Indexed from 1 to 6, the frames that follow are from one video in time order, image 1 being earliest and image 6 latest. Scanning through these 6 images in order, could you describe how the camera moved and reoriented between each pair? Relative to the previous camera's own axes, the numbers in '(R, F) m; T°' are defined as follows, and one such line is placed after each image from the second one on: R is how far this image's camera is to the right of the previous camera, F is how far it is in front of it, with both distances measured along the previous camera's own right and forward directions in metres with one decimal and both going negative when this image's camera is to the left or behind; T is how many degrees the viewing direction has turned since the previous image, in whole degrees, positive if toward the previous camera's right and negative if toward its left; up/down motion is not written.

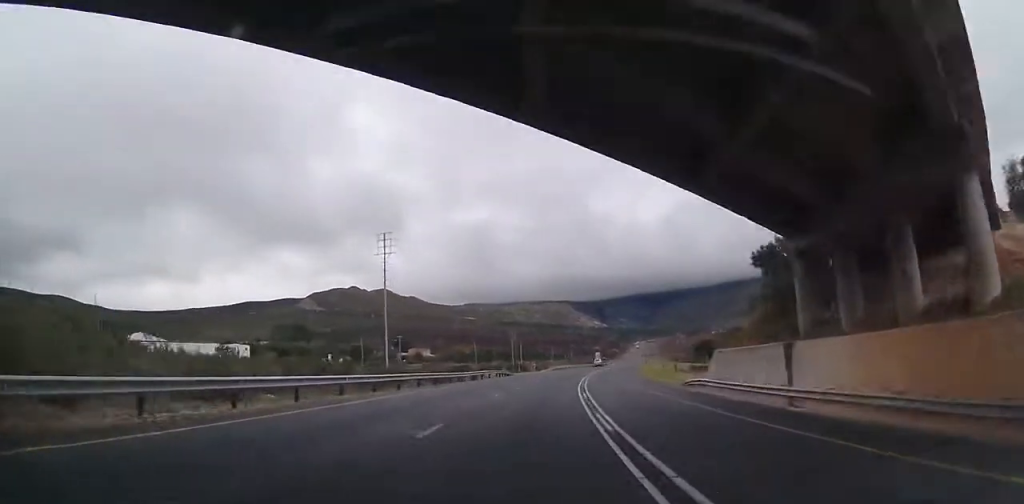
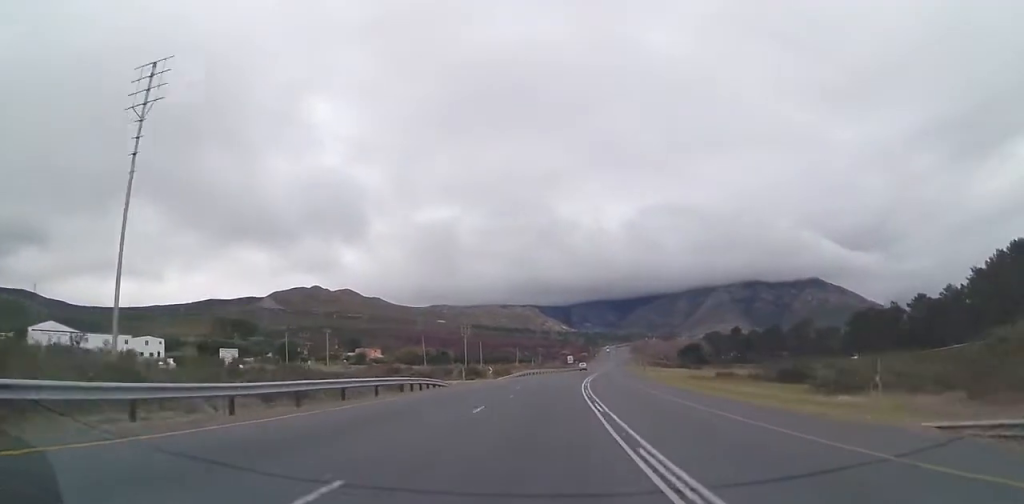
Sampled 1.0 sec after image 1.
(+0.9, +30.3) m; +3°
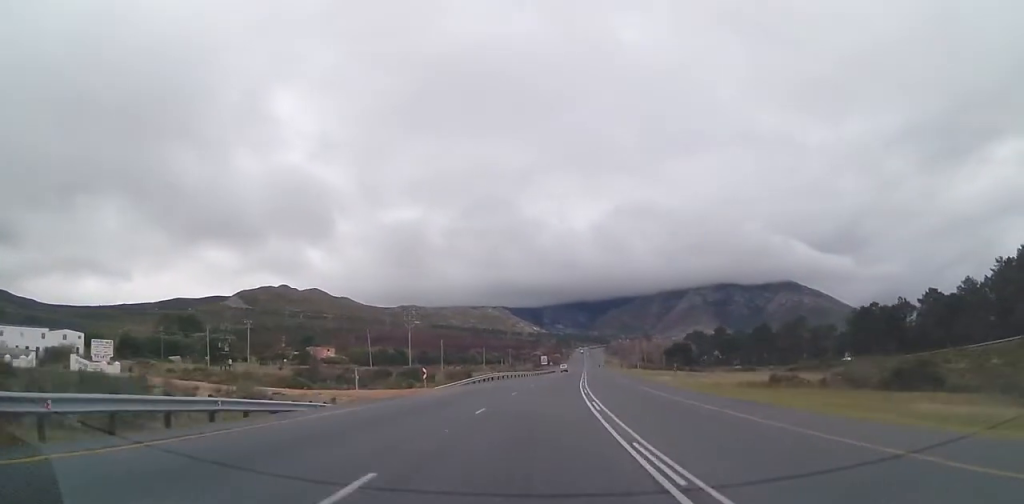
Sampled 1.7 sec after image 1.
(+0.4, +23.1) m; +2°
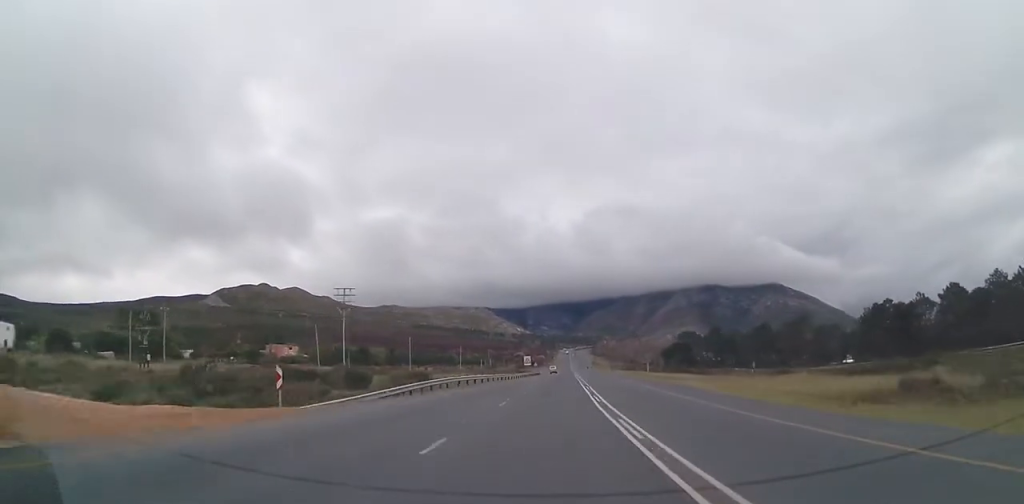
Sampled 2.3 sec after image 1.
(+0.5, +20.1) m; +1°
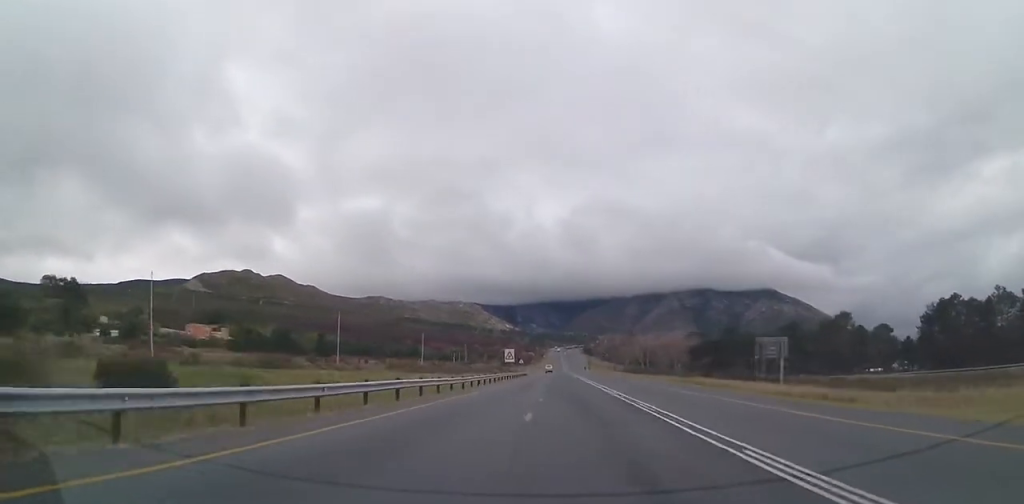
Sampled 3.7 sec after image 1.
(+0.5, +42.3) m; +2°
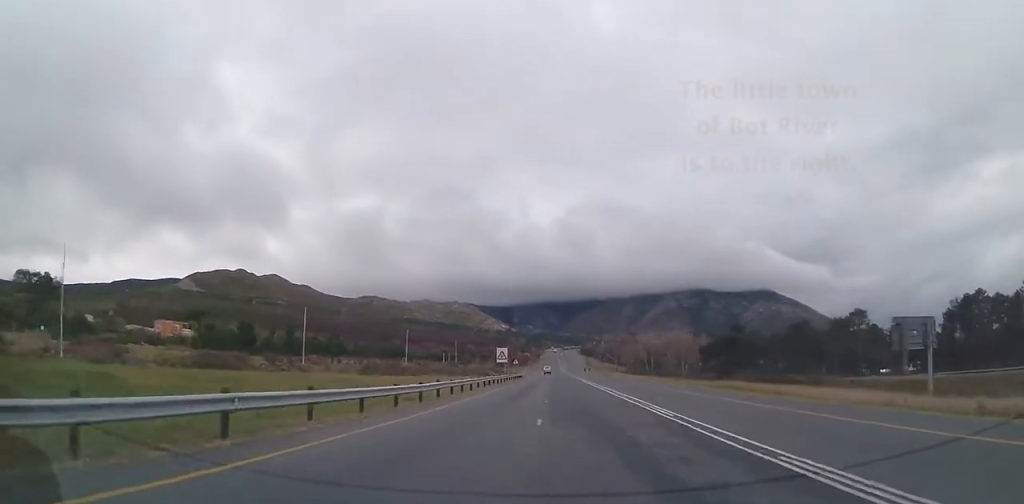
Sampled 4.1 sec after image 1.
(+0.3, +12.7) m; +1°
